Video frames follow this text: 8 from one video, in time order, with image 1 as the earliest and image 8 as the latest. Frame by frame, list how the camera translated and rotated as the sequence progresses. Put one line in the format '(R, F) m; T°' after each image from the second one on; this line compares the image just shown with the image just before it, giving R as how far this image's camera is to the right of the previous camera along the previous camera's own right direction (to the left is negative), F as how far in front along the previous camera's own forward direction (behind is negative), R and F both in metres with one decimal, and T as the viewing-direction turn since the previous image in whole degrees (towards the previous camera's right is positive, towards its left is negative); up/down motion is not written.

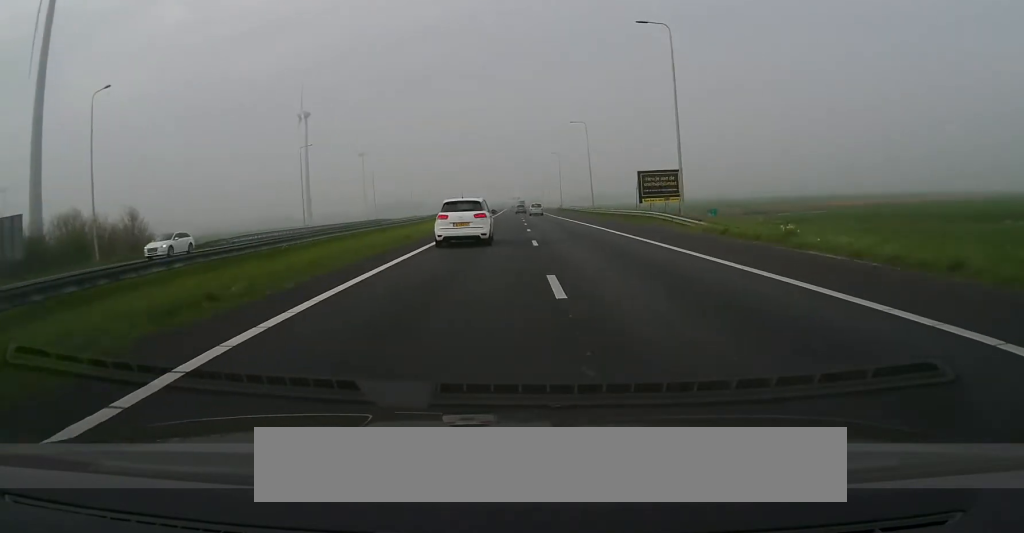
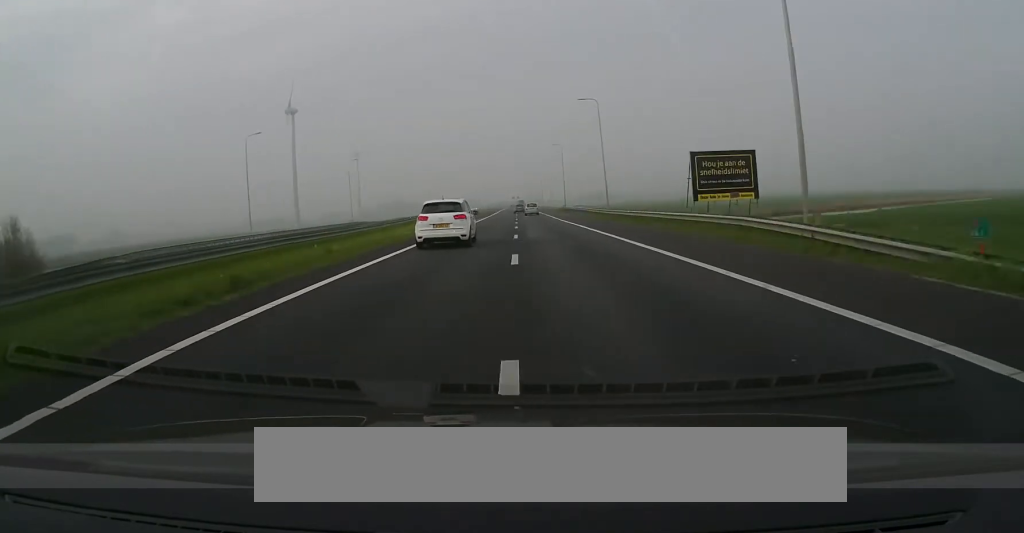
(+0.1, +17.8) m; 0°
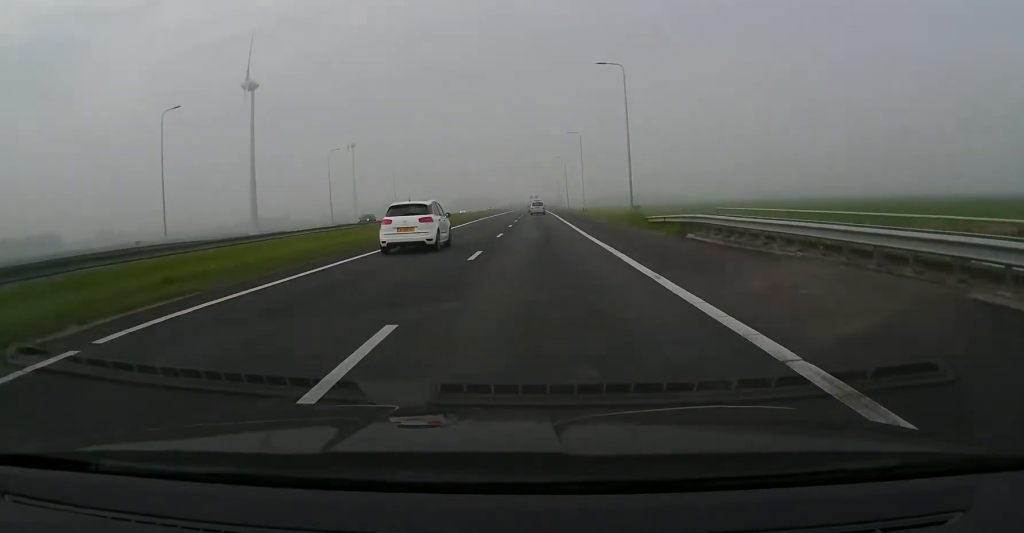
(+0.2, +67.4) m; 0°
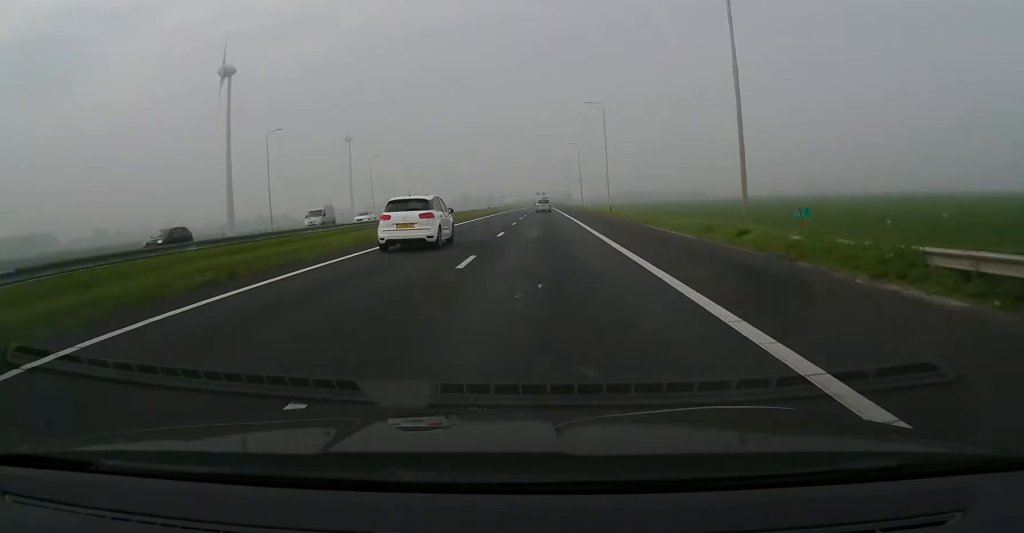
(0.0, +26.4) m; 0°
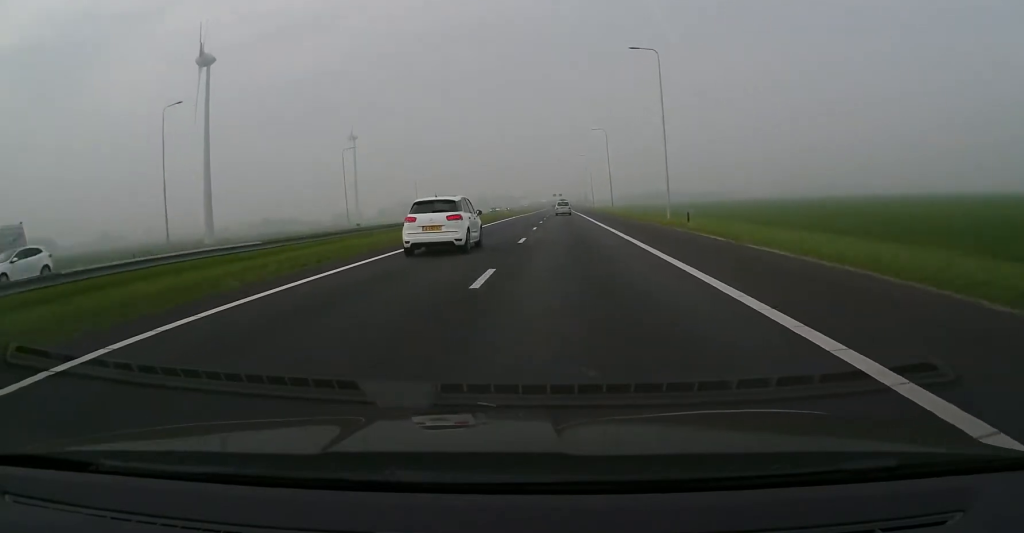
(+0.1, +26.8) m; -1°
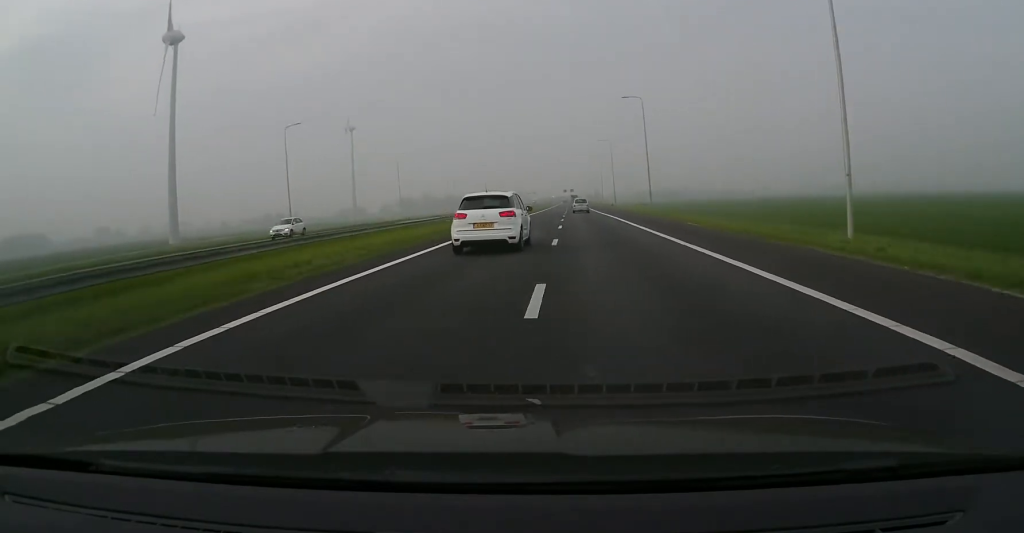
(-0.4, +27.0) m; -1°
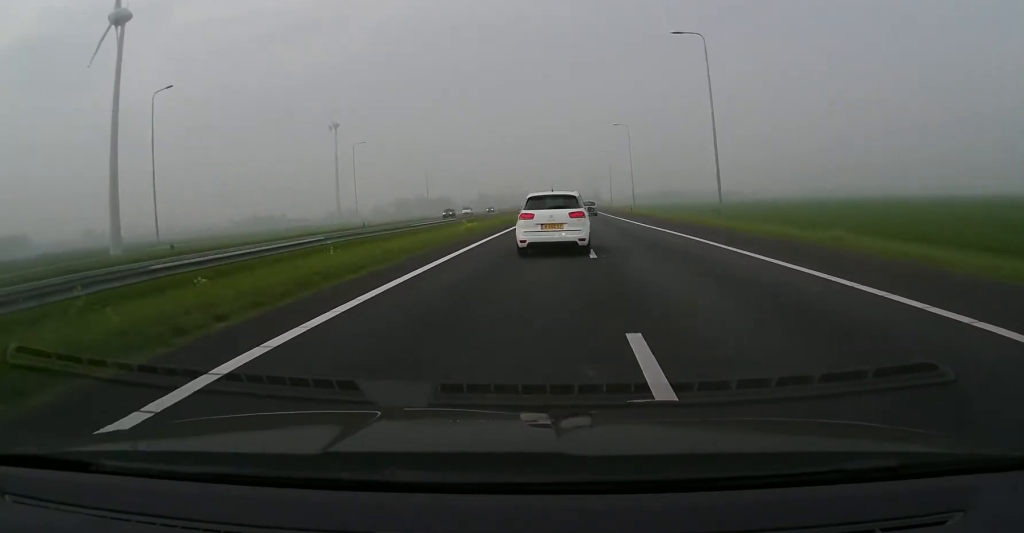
(-0.3, +28.2) m; -1°
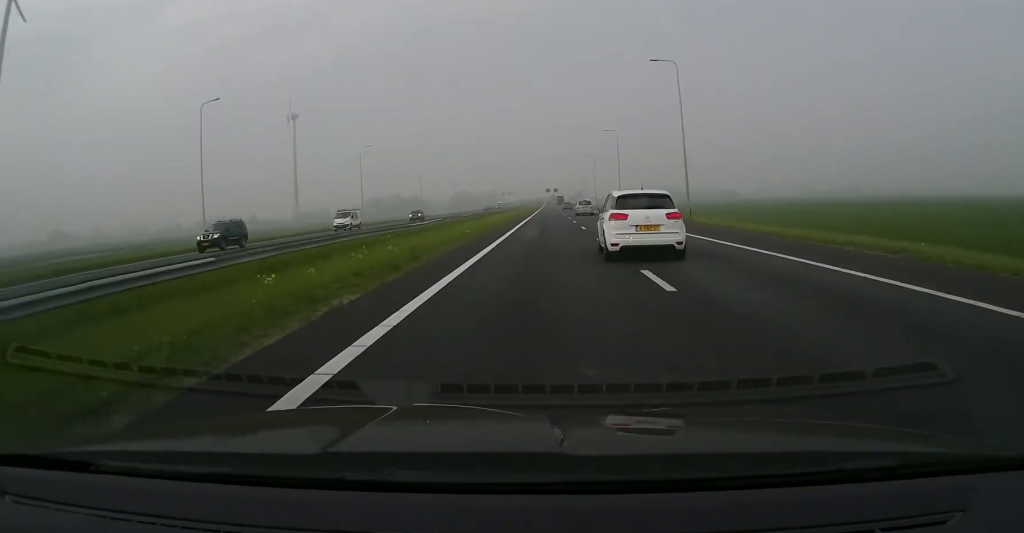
(-0.2, +41.5) m; -1°
